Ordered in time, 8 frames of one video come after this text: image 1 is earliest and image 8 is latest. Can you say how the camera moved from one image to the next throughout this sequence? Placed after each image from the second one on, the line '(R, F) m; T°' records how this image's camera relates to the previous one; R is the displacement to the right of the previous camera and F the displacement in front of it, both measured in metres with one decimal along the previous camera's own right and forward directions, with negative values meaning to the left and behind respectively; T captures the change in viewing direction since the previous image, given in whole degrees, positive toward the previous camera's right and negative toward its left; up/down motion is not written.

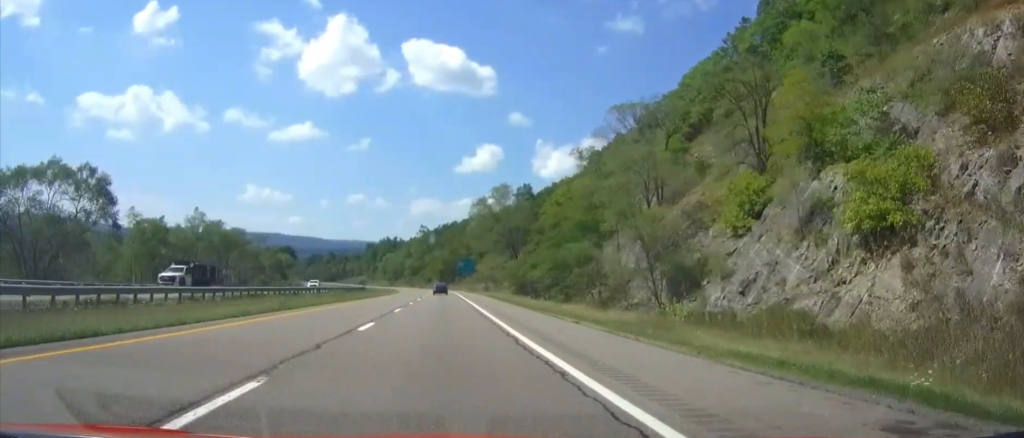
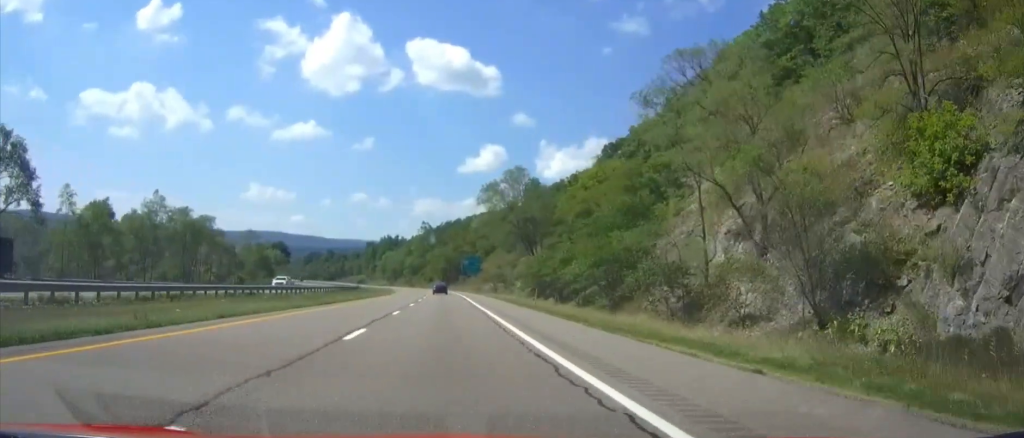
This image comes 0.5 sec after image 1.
(0.0, +15.6) m; 0°
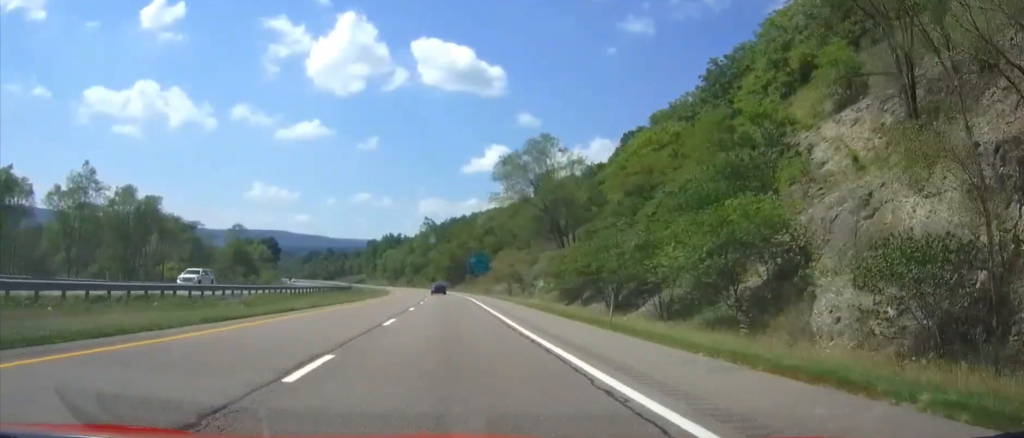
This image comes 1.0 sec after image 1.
(0.0, +18.9) m; 0°
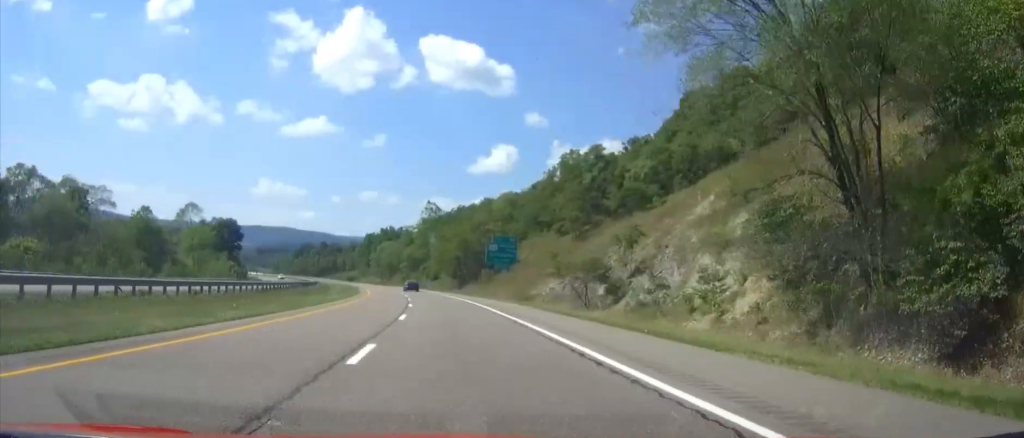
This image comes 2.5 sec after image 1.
(0.0, +47.7) m; 0°
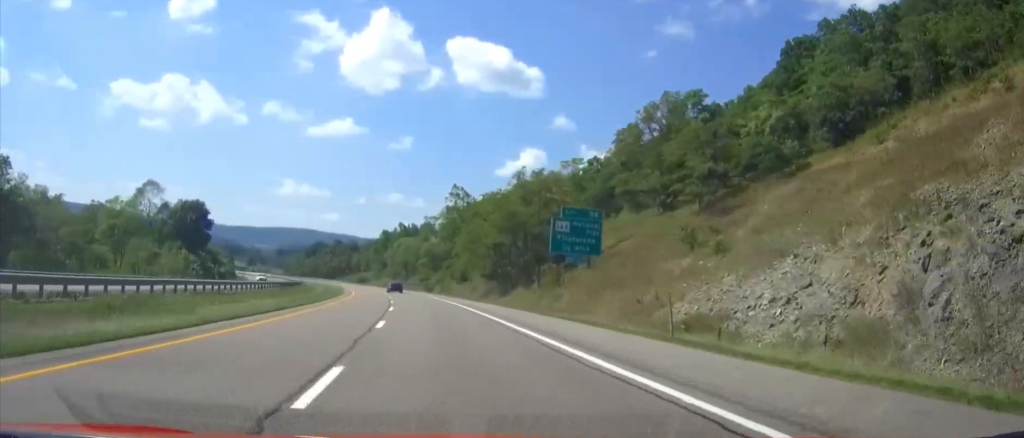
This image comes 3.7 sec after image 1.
(0.0, +40.9) m; 0°
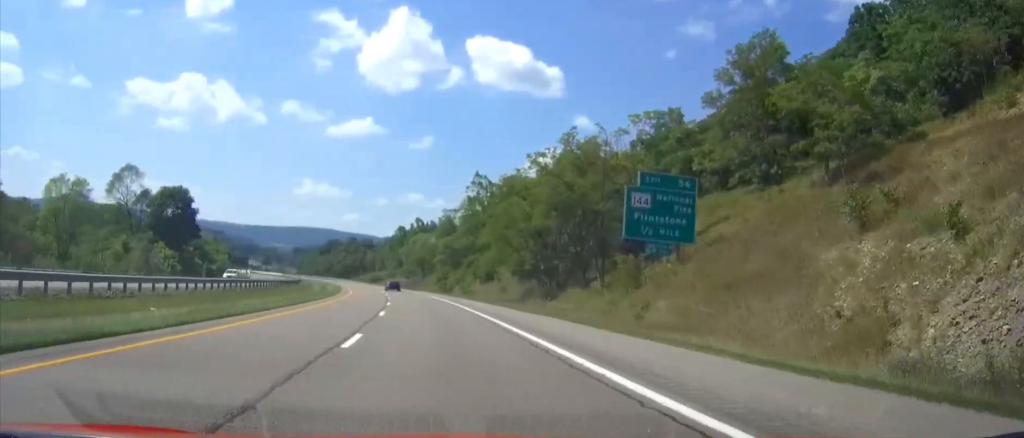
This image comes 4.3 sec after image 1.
(0.0, +18.6) m; 0°
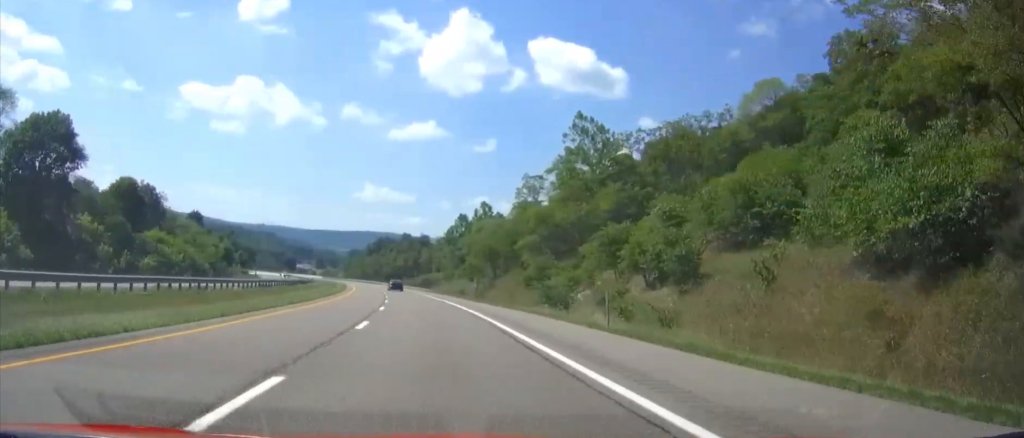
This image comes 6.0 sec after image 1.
(0.0, +56.8) m; -2°
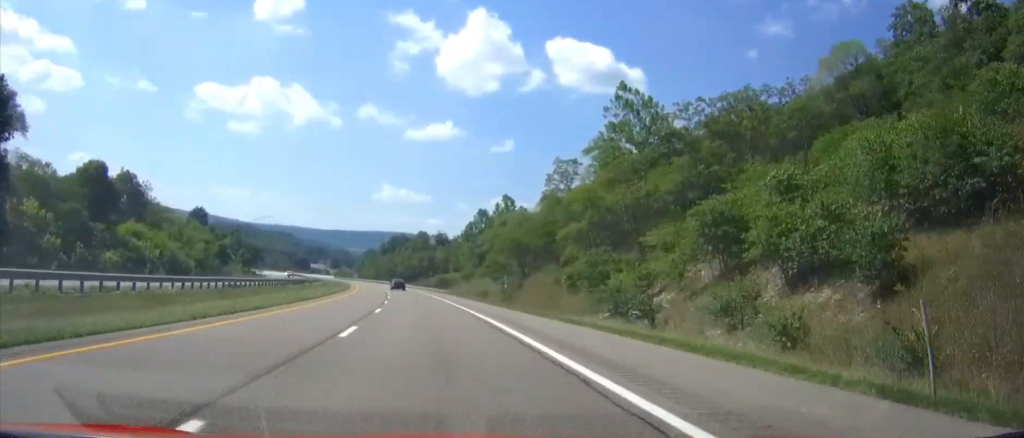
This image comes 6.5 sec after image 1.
(+0.5, +15.2) m; -3°
